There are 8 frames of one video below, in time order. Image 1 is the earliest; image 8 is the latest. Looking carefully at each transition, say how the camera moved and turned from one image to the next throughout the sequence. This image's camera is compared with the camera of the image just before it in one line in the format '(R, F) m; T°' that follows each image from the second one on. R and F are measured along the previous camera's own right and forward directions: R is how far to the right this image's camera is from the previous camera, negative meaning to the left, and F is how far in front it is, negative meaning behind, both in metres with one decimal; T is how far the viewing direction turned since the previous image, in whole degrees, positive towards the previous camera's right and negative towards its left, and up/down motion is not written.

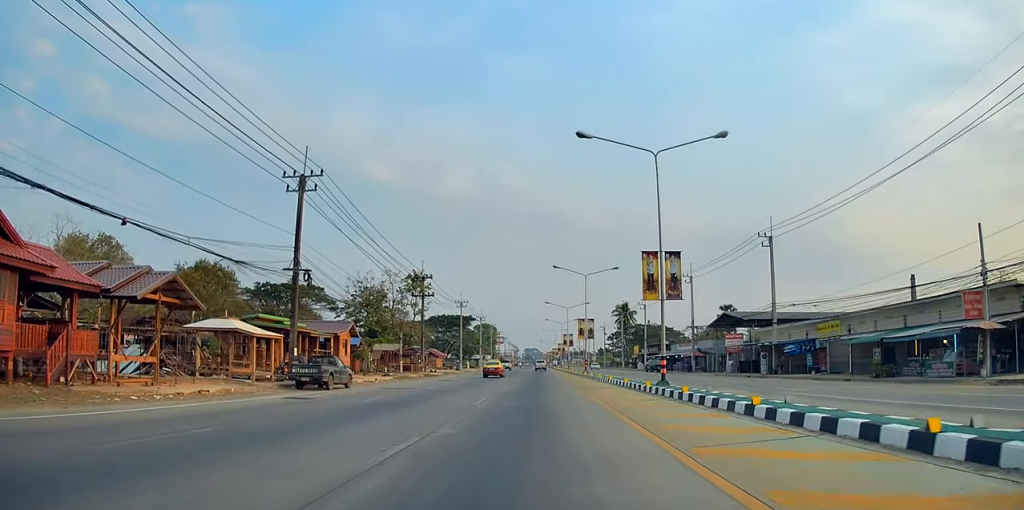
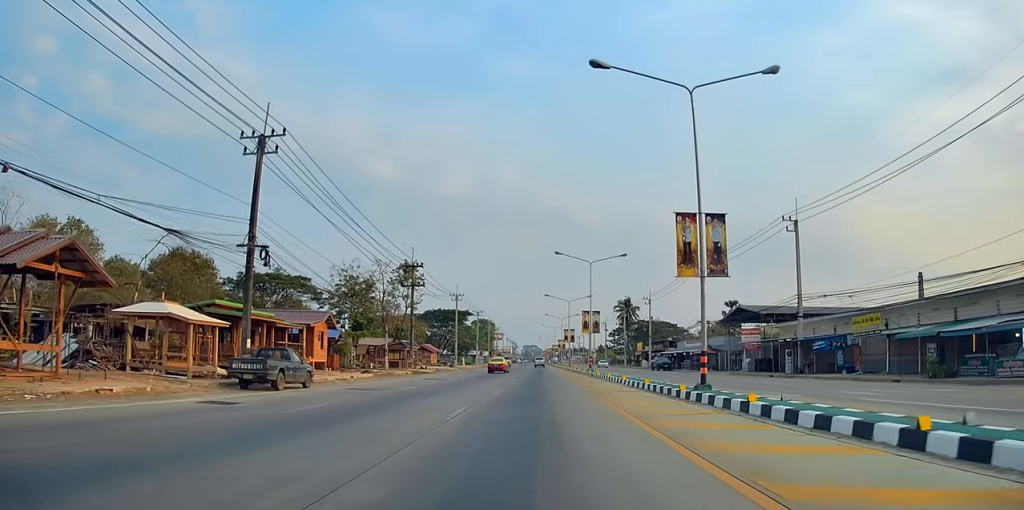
(-0.2, +5.4) m; -1°
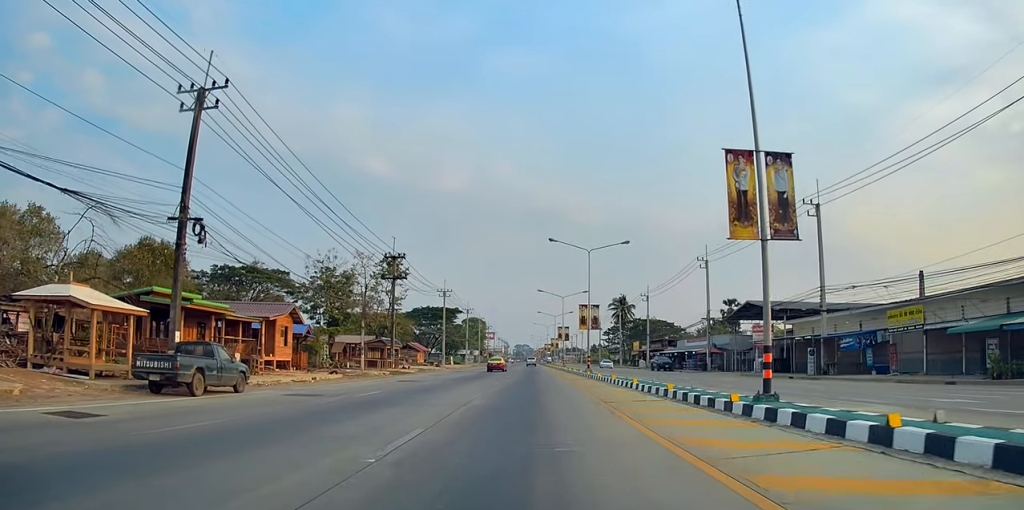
(0.0, +5.8) m; 0°
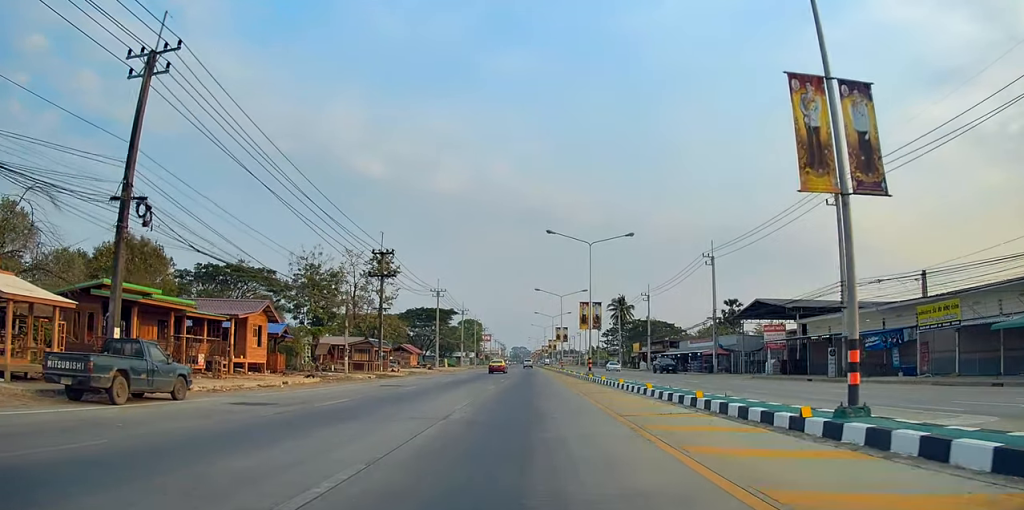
(0.0, +4.2) m; 0°
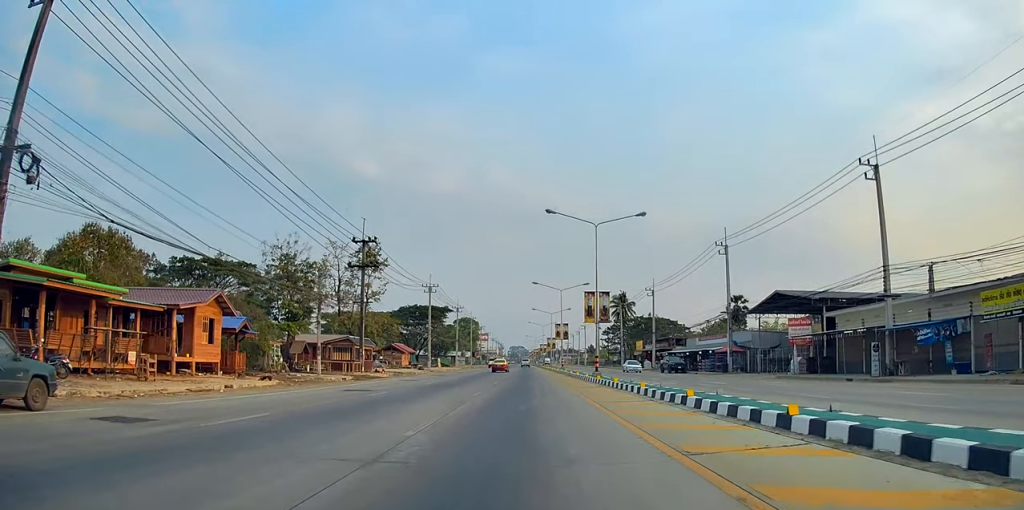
(0.0, +6.2) m; 0°
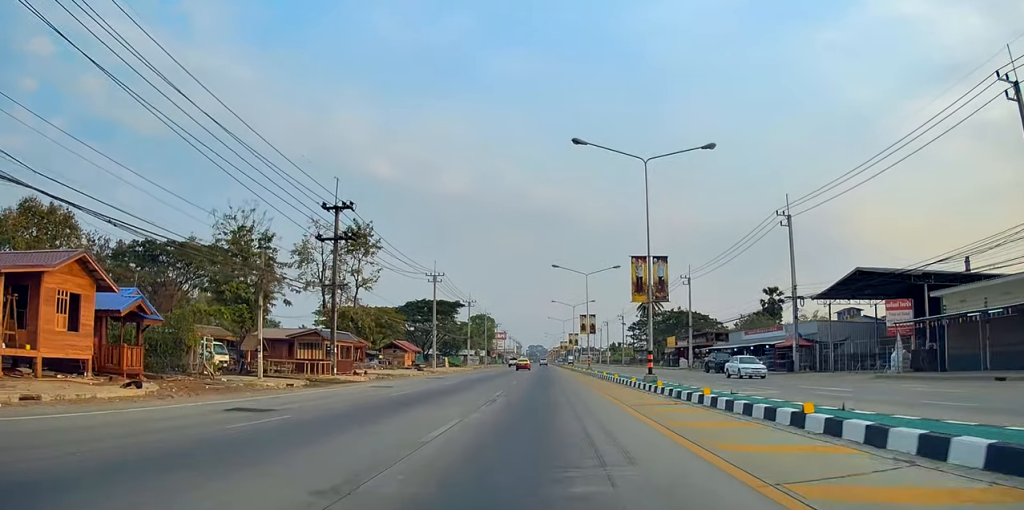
(-0.1, +12.4) m; -1°
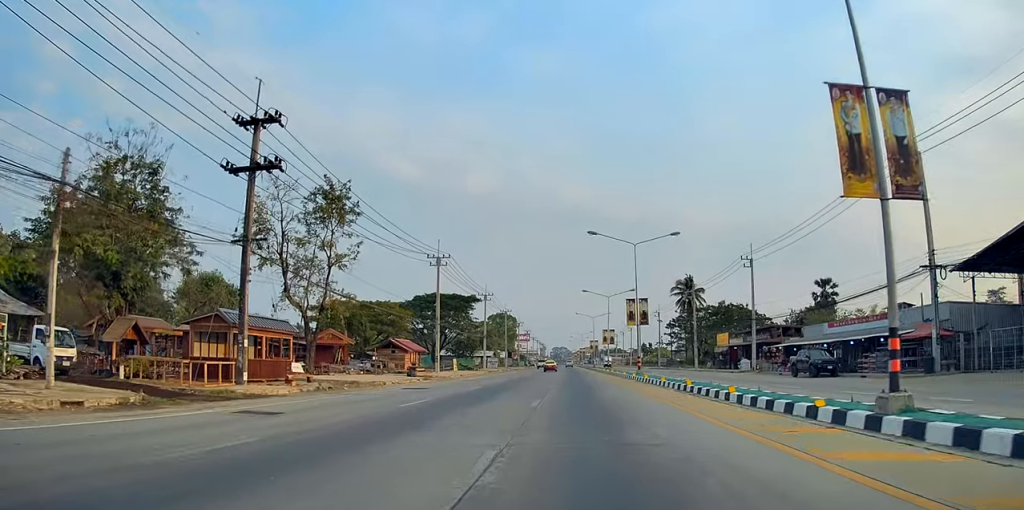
(-0.1, +16.4) m; -1°
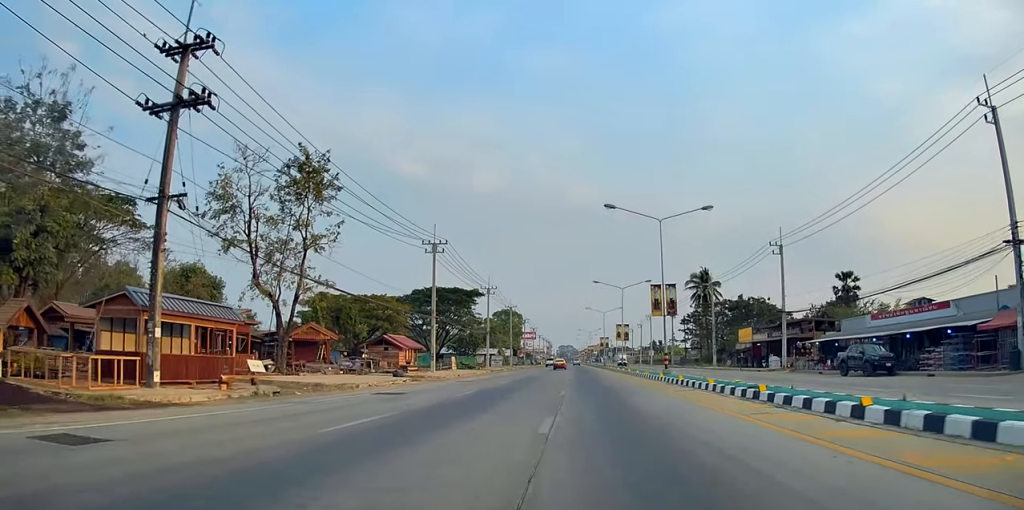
(0.0, +7.0) m; 0°
